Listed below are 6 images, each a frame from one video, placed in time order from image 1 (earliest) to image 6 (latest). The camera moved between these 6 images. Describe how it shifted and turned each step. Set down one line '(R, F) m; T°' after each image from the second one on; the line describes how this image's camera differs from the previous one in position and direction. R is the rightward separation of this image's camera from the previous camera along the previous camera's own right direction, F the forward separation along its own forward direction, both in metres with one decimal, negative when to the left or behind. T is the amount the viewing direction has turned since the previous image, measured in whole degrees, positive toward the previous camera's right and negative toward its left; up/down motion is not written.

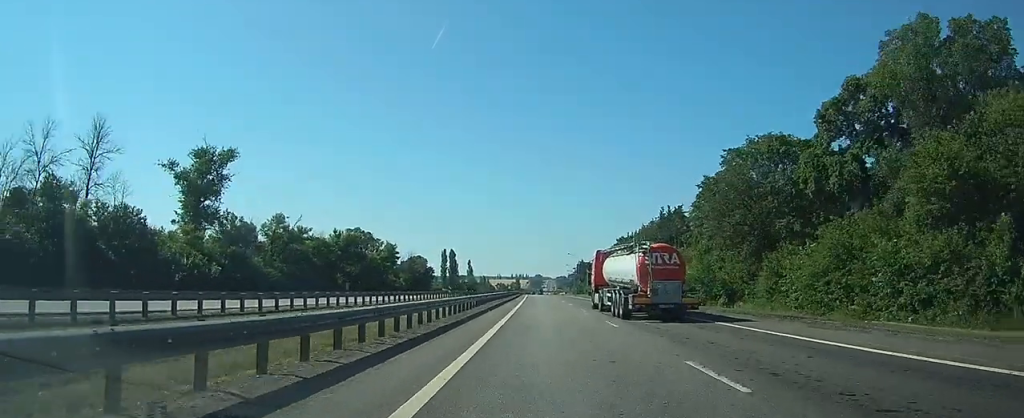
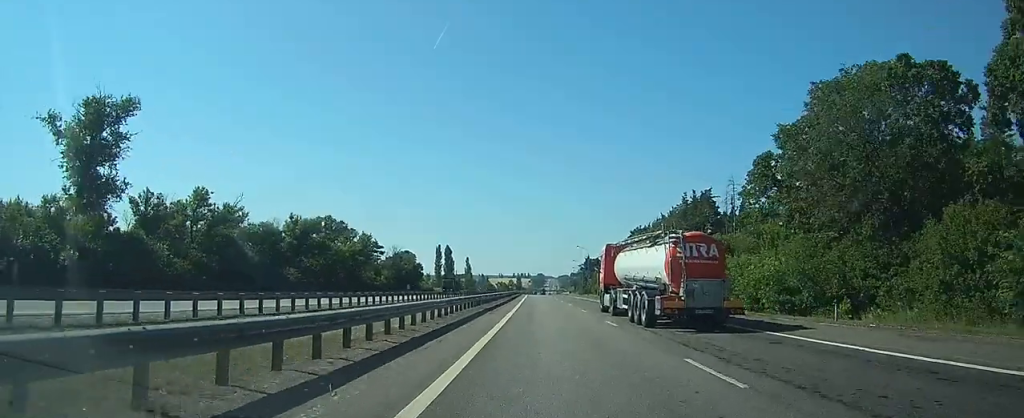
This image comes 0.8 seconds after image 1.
(-0.1, +24.0) m; 0°
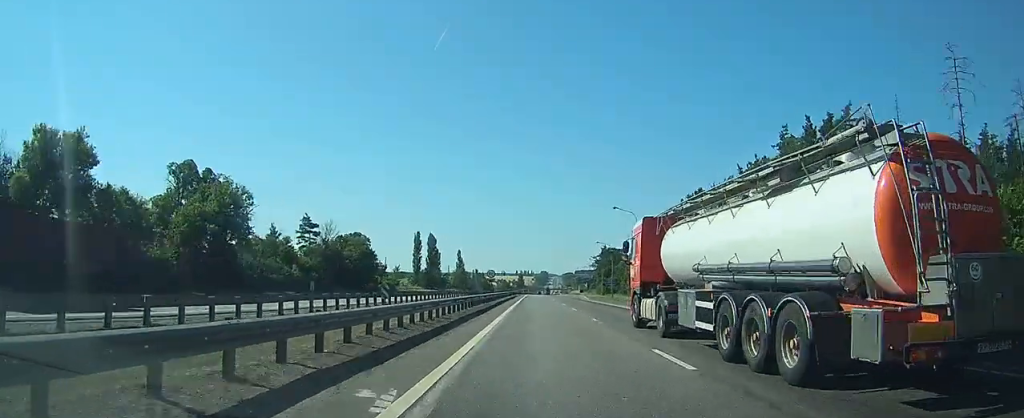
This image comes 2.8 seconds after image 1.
(-0.2, +57.8) m; -1°
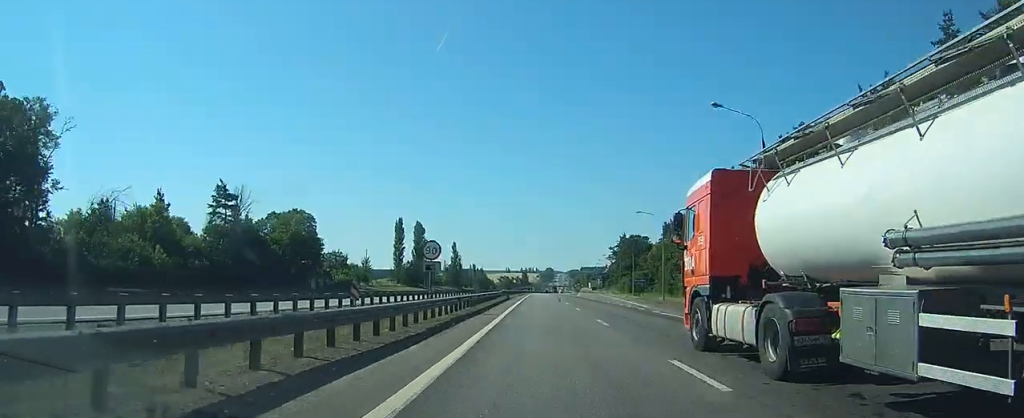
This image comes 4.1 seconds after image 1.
(-0.2, +38.2) m; 0°
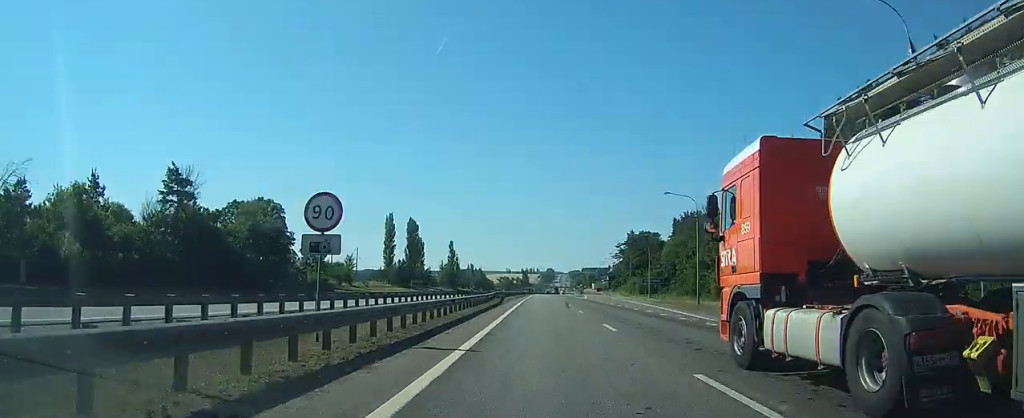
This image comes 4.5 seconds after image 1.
(0.0, +13.7) m; 0°
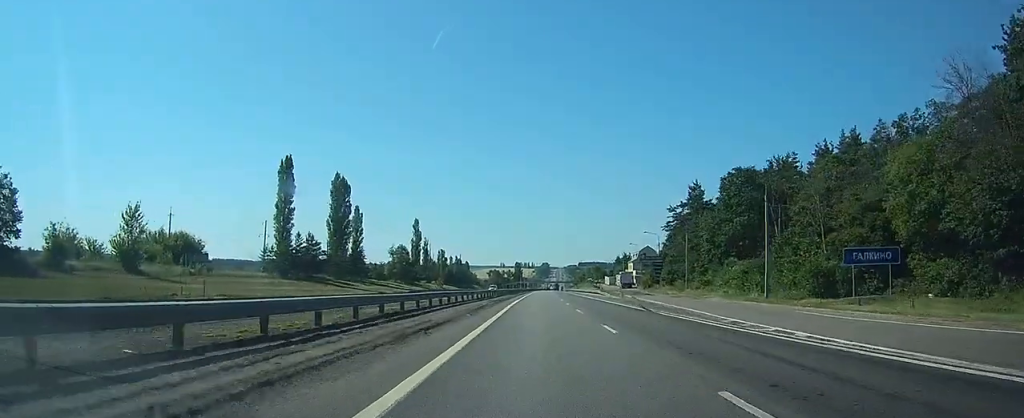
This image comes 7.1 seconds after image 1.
(-0.1, +74.6) m; 0°
